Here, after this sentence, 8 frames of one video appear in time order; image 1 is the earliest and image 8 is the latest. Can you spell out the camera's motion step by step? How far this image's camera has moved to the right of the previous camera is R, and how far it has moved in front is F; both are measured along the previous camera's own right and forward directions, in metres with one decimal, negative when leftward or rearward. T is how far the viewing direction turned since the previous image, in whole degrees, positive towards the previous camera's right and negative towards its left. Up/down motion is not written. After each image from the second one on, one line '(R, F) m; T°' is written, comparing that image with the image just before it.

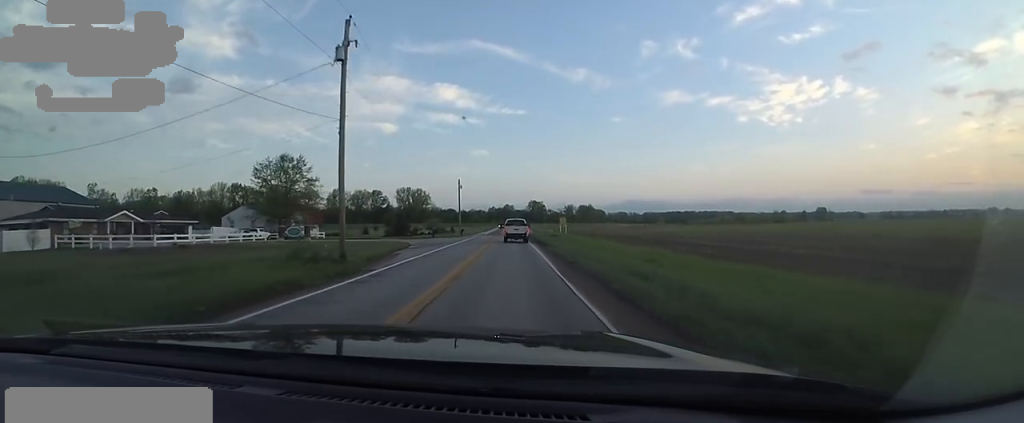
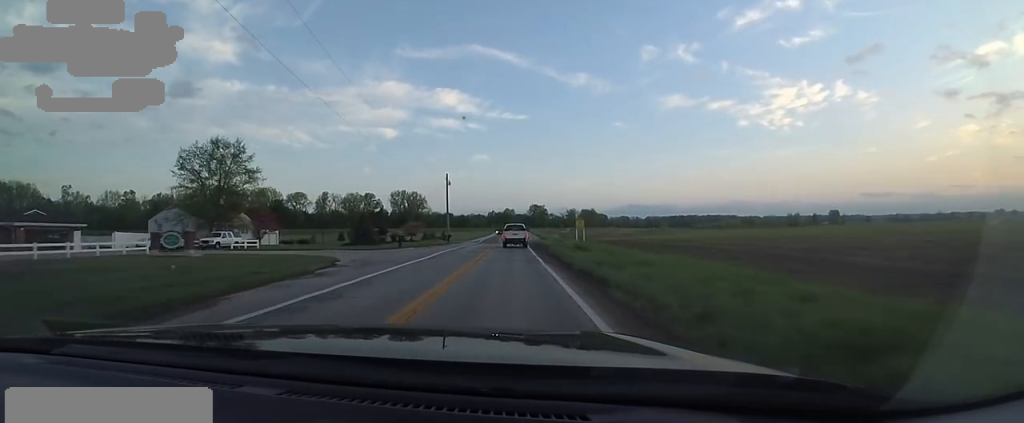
(-0.3, +17.1) m; -2°
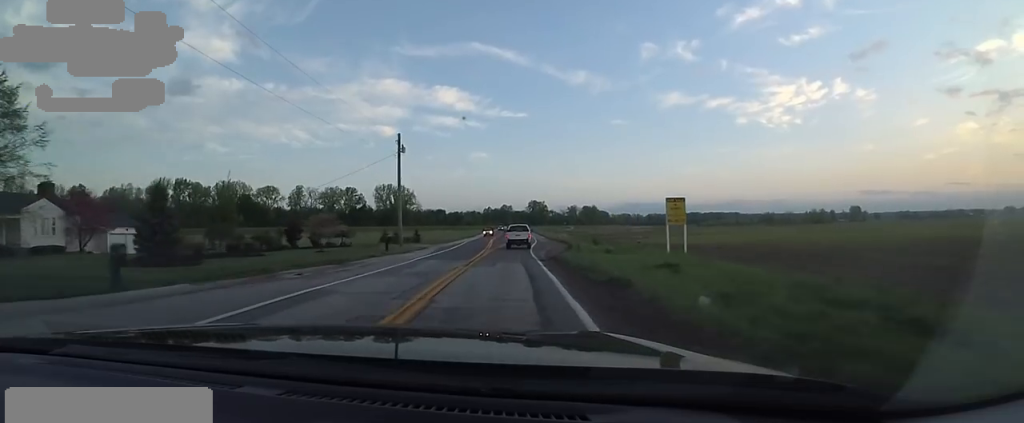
(-0.5, +30.3) m; +1°
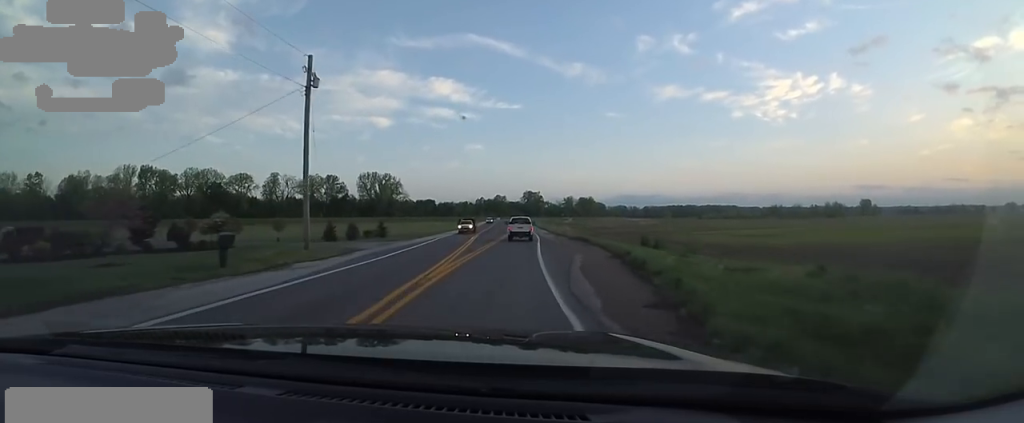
(+0.9, +19.8) m; +4°
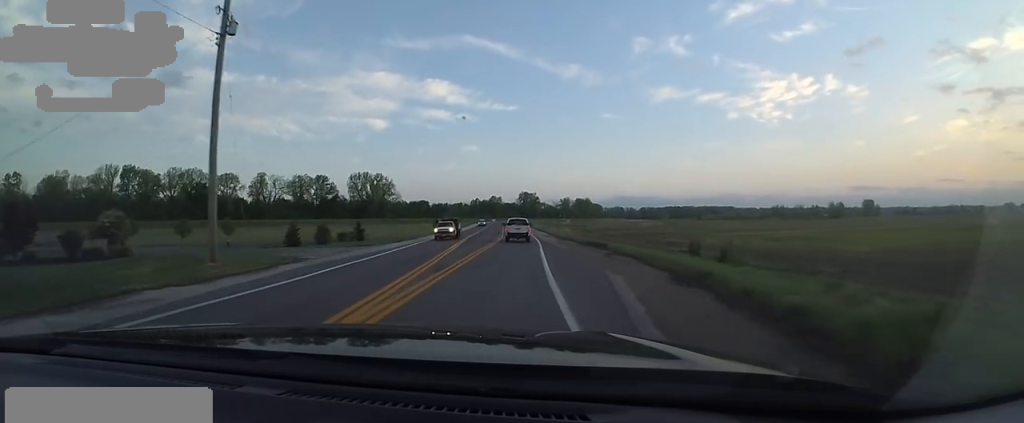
(+0.2, +8.7) m; -1°
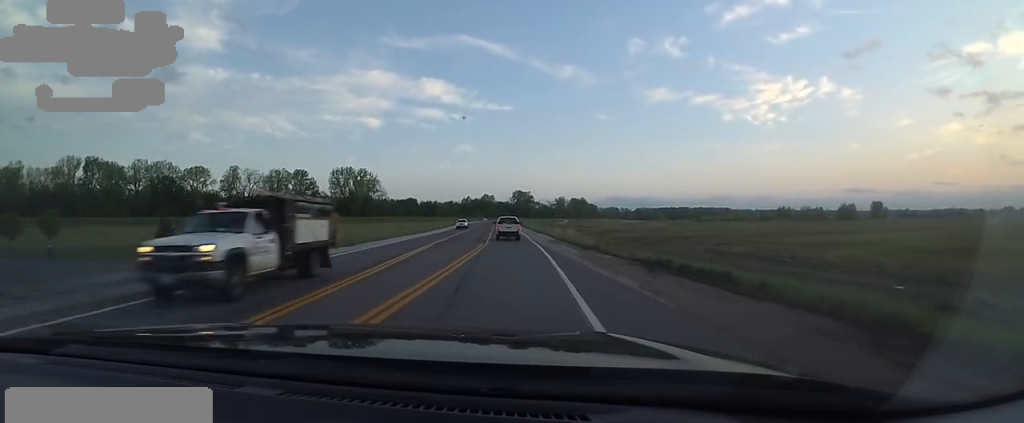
(0.0, +18.1) m; -2°
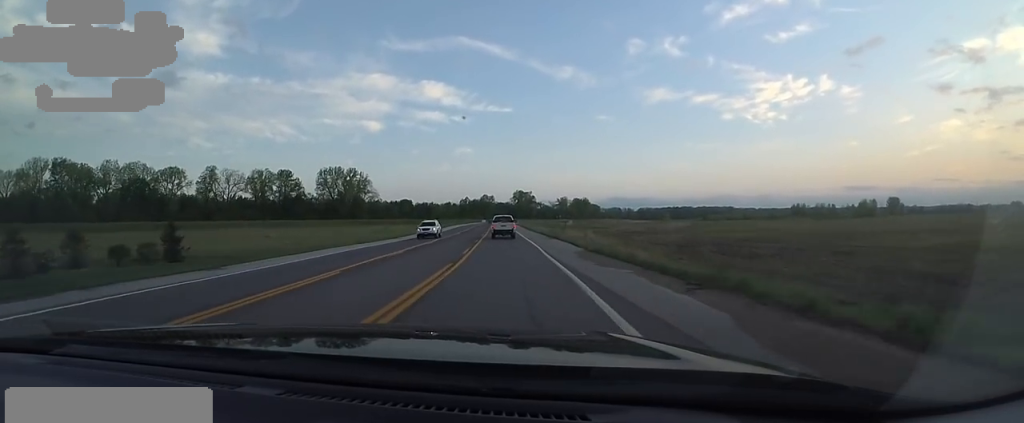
(-0.9, +17.3) m; -1°
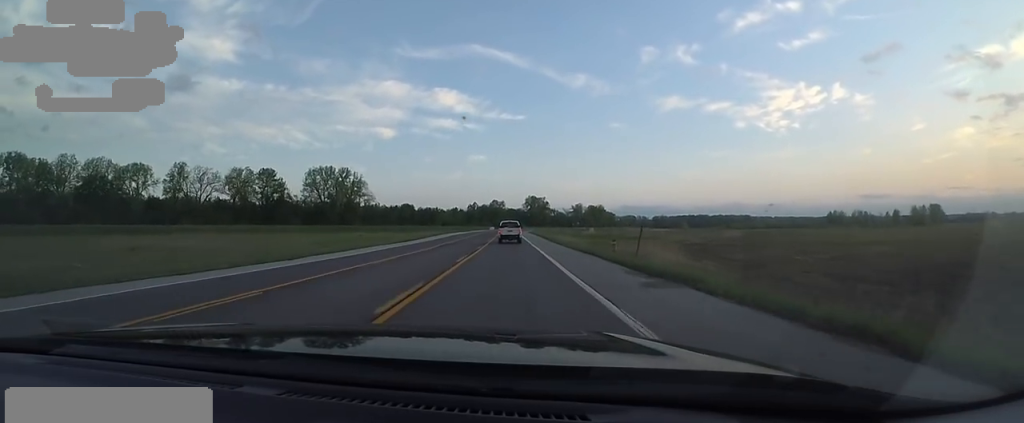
(+0.6, +27.1) m; 0°
